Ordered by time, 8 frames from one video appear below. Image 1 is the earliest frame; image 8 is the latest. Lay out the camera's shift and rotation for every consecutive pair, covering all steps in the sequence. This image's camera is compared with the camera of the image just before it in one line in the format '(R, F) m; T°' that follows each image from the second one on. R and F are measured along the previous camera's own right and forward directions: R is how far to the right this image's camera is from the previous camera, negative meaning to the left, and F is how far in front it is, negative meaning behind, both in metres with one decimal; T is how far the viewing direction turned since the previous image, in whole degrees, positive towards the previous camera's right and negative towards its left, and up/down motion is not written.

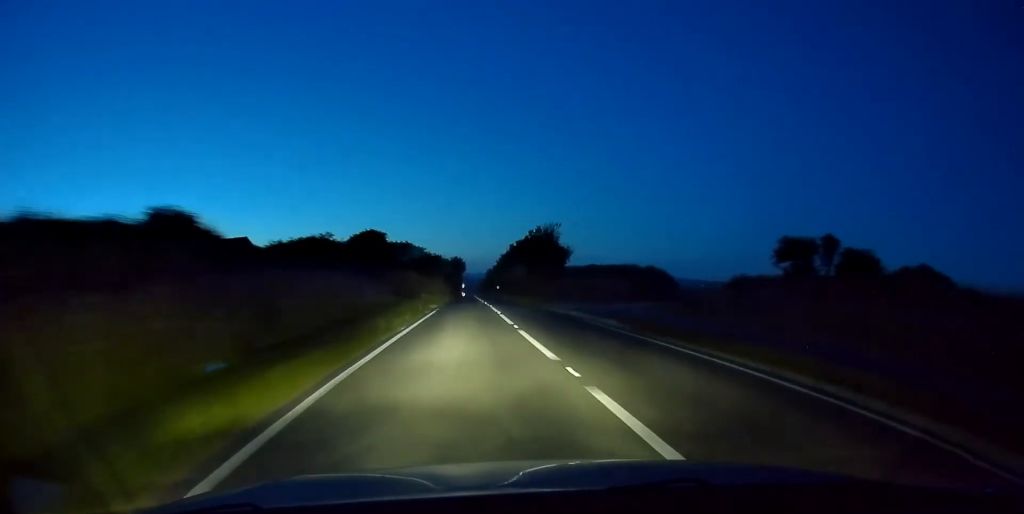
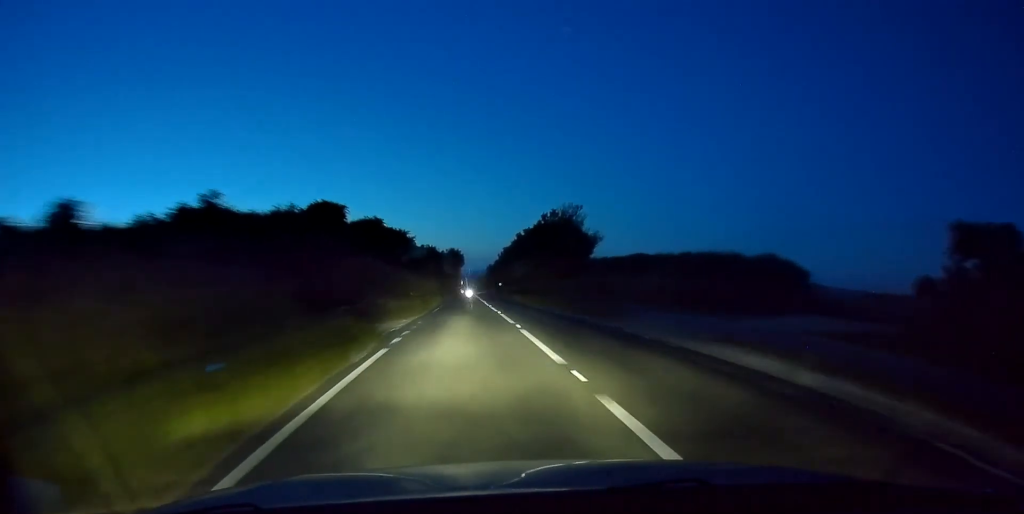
(0.0, +17.4) m; 0°
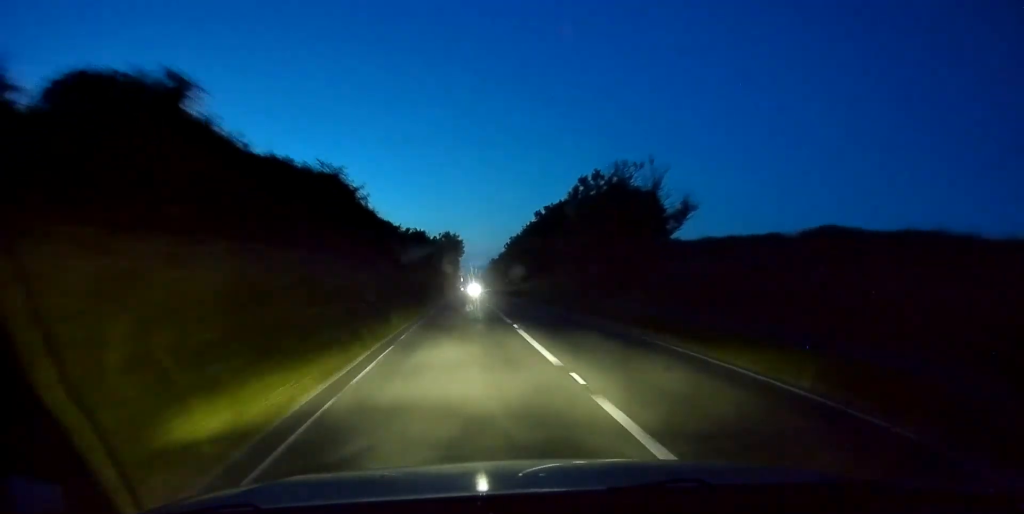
(-0.1, +26.1) m; 0°
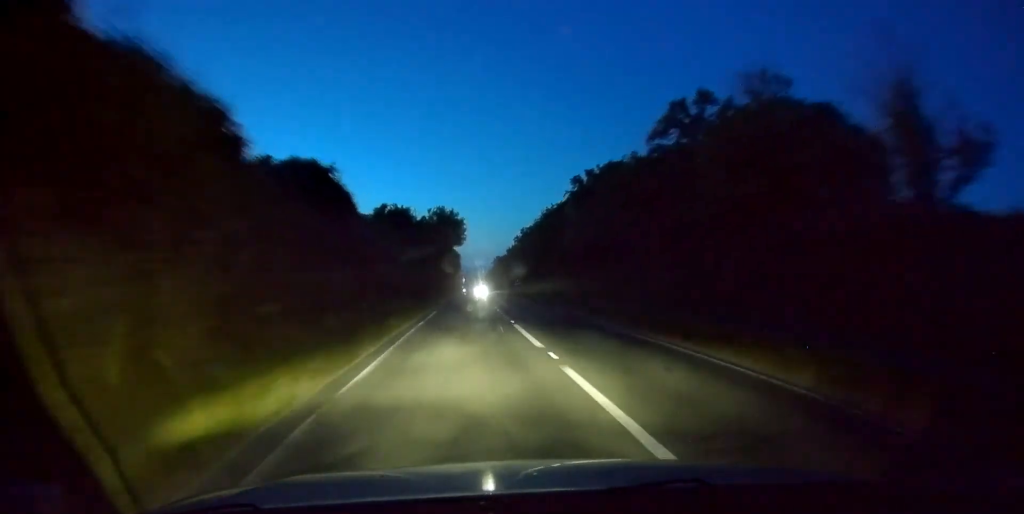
(0.0, +24.8) m; +1°
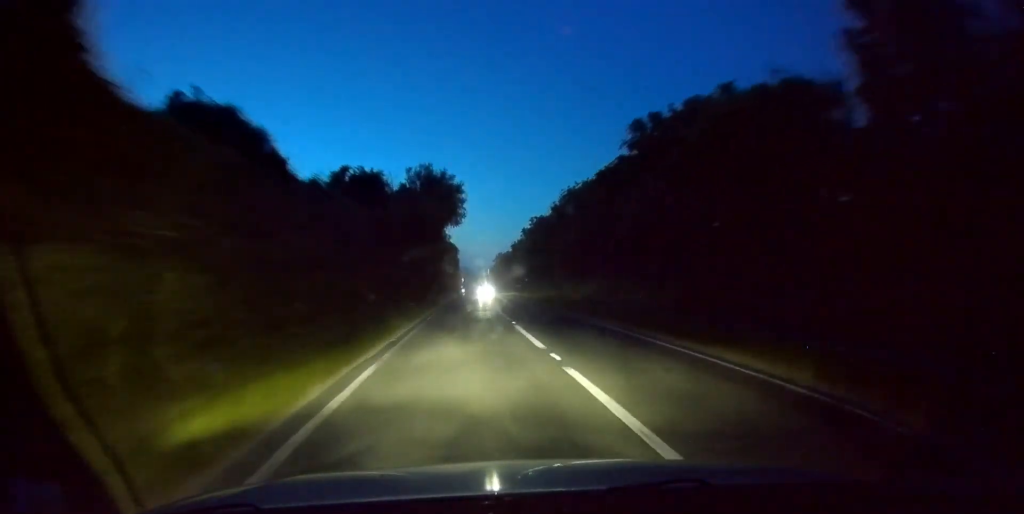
(+0.3, +18.3) m; 0°
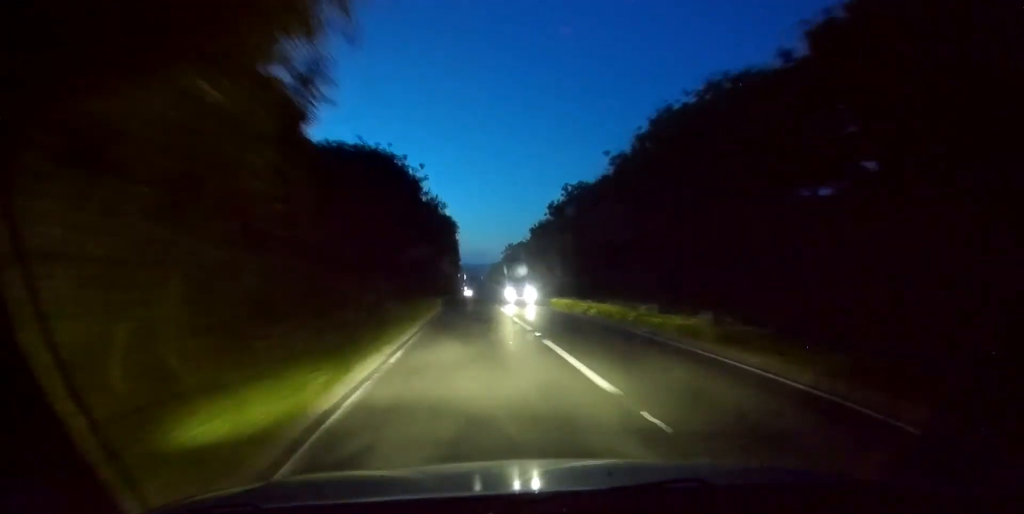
(-0.6, +32.5) m; -1°
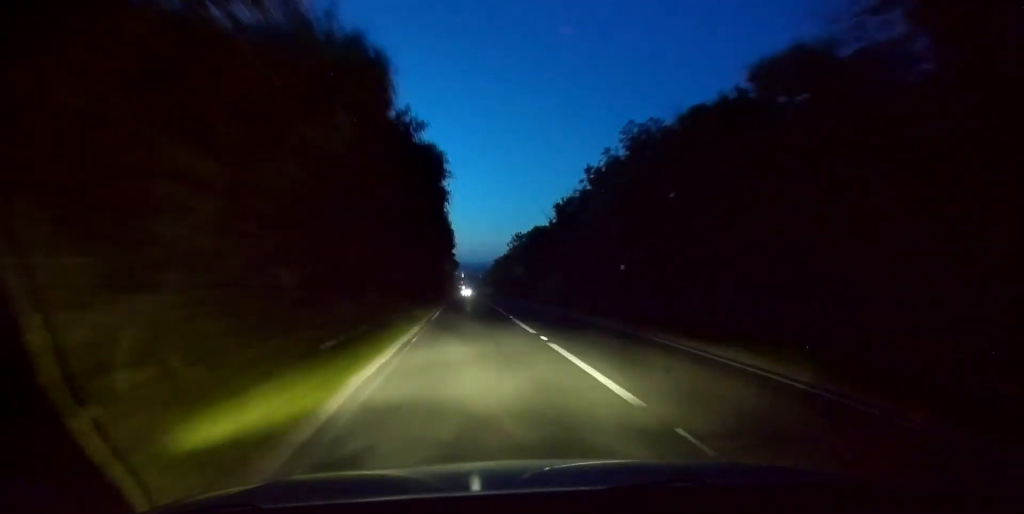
(+0.1, +27.2) m; 0°
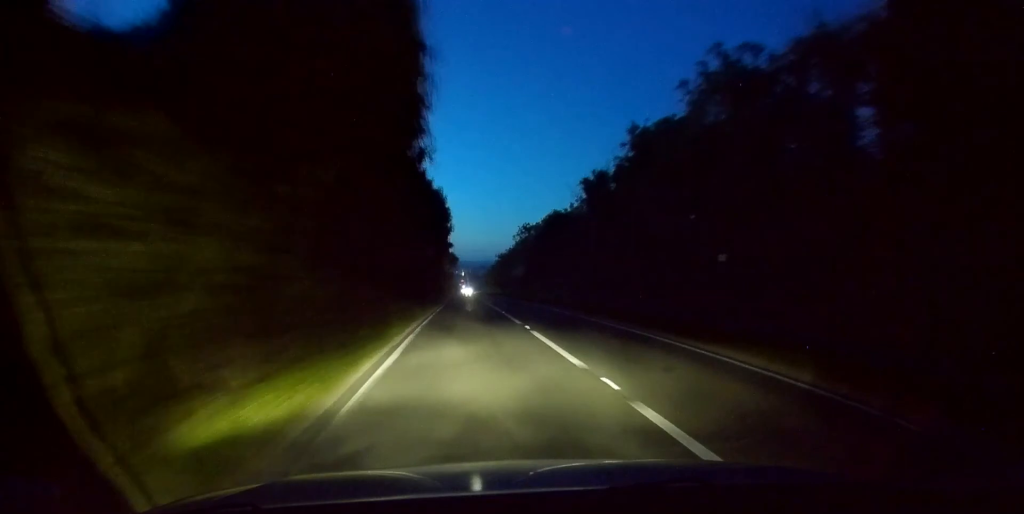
(+0.2, +15.2) m; 0°
